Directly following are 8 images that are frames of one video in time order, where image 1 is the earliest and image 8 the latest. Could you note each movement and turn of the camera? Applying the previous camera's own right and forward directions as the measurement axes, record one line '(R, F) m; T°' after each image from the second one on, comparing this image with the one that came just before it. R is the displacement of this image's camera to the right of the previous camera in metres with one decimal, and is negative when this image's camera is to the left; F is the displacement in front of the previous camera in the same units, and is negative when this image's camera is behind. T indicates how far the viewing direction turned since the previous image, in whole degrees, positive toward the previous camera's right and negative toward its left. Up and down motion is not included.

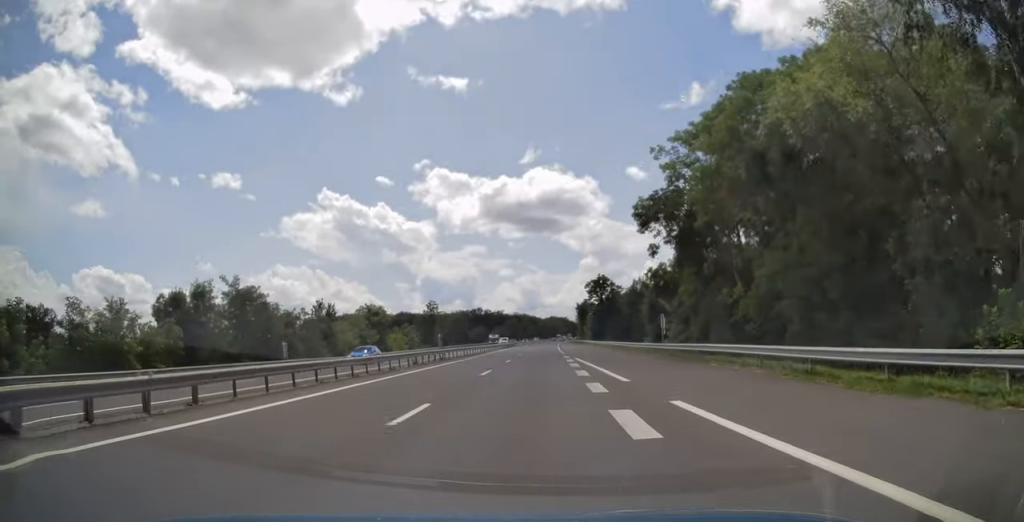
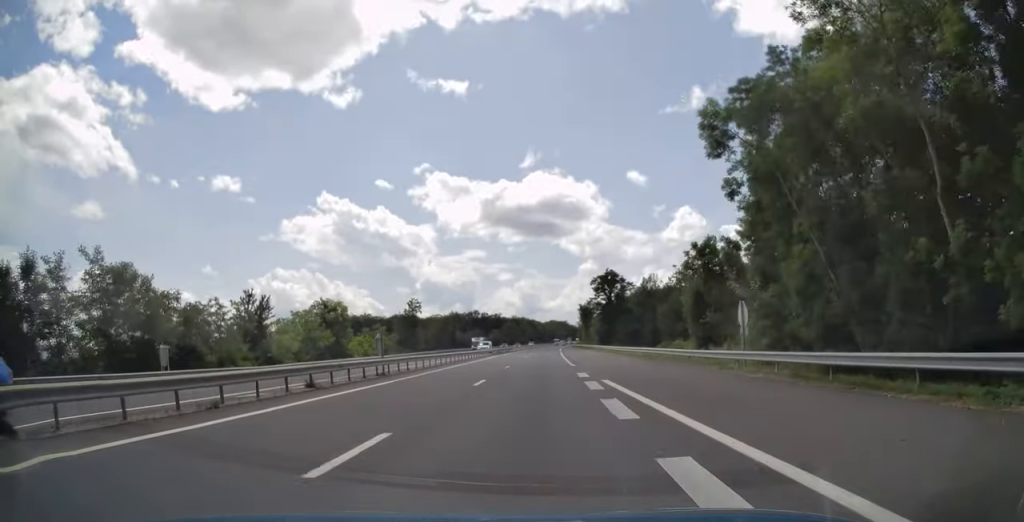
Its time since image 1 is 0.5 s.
(+0.1, +17.1) m; 0°
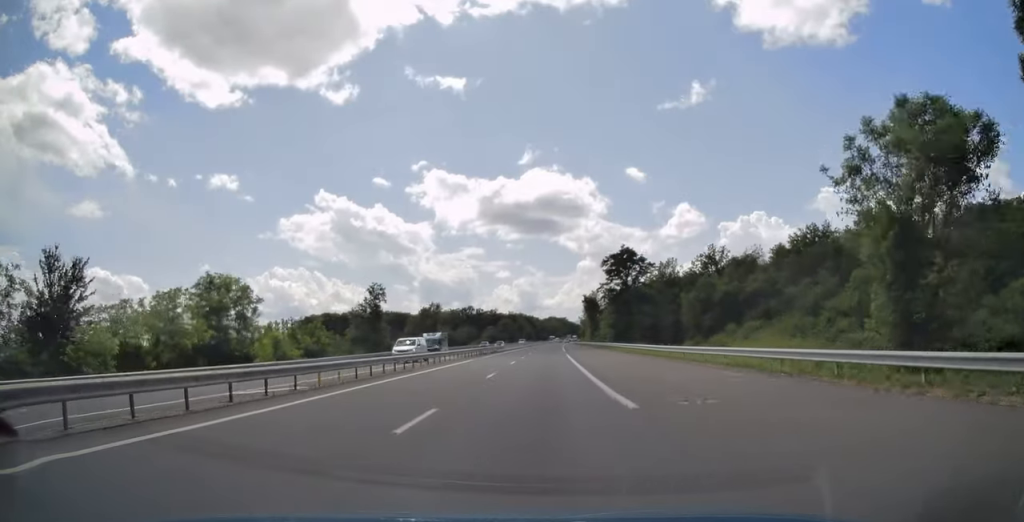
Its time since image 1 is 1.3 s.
(-0.2, +24.0) m; 0°
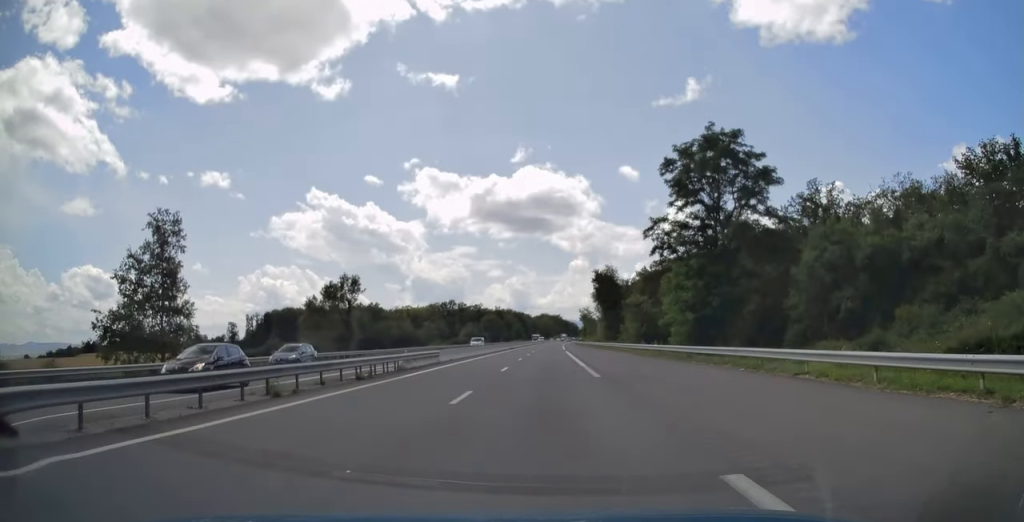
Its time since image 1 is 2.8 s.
(+0.6, +49.7) m; +1°
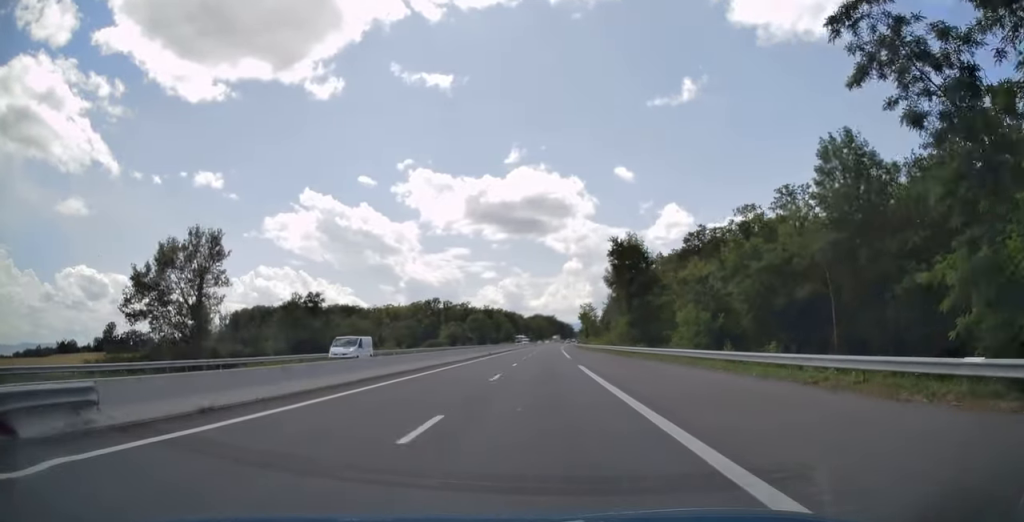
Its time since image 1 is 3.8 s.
(0.0, +31.6) m; 0°
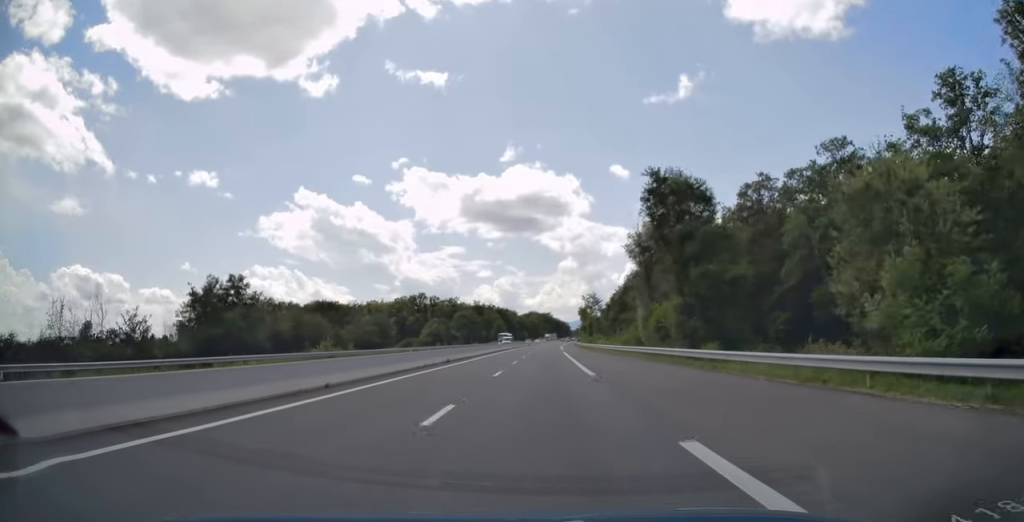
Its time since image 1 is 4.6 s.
(0.0, +25.2) m; +1°
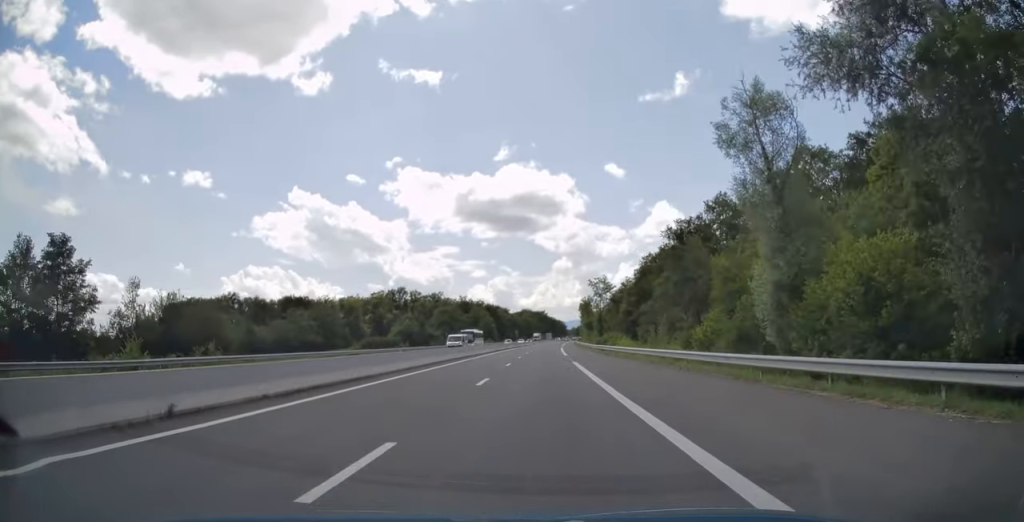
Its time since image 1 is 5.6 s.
(+0.4, +31.6) m; 0°
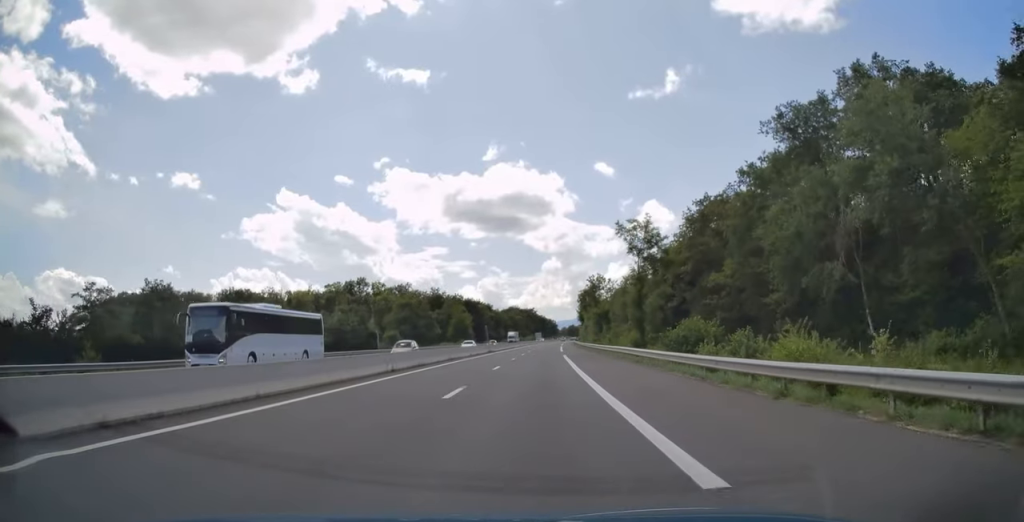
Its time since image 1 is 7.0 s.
(+0.3, +44.5) m; +1°
